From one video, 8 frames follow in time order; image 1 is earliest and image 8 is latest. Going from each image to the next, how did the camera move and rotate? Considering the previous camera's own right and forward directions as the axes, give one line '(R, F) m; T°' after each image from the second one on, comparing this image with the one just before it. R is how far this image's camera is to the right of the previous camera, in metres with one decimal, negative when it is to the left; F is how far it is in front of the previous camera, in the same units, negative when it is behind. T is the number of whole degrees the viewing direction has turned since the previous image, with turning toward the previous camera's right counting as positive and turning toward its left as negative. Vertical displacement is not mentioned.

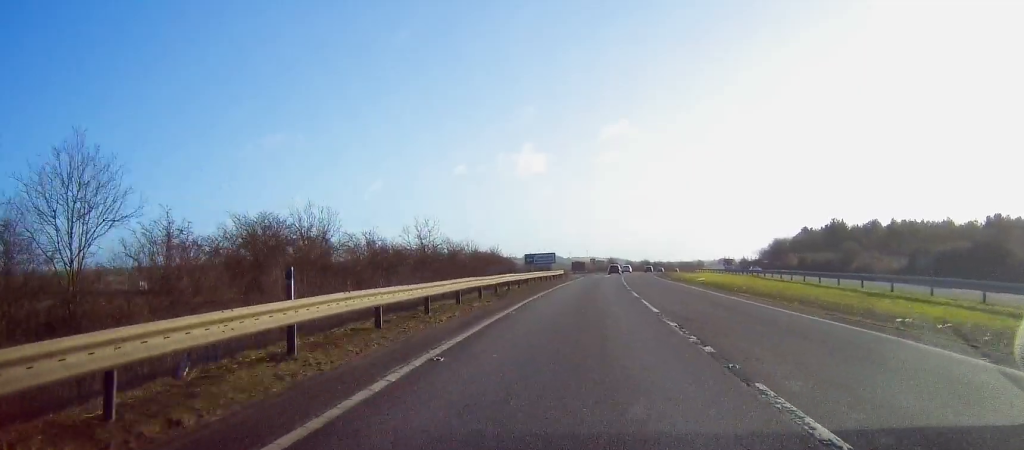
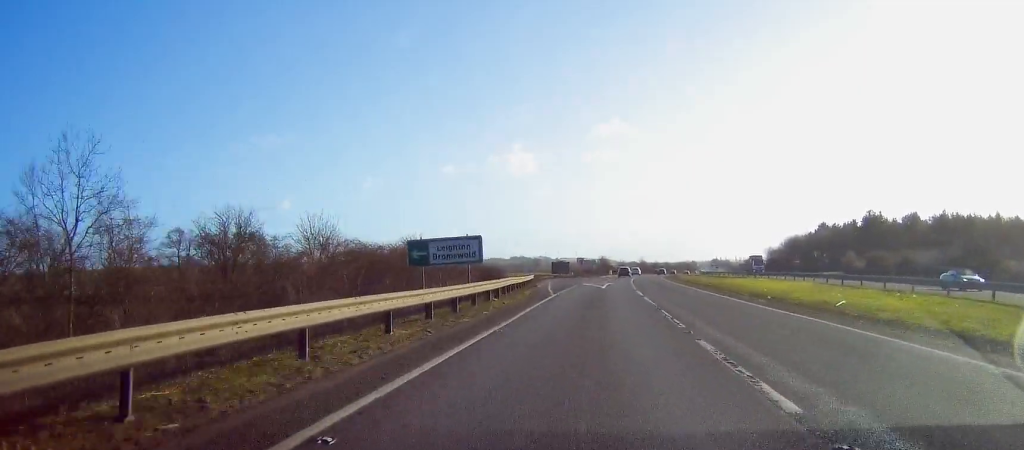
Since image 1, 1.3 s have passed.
(-0.2, +39.4) m; +1°
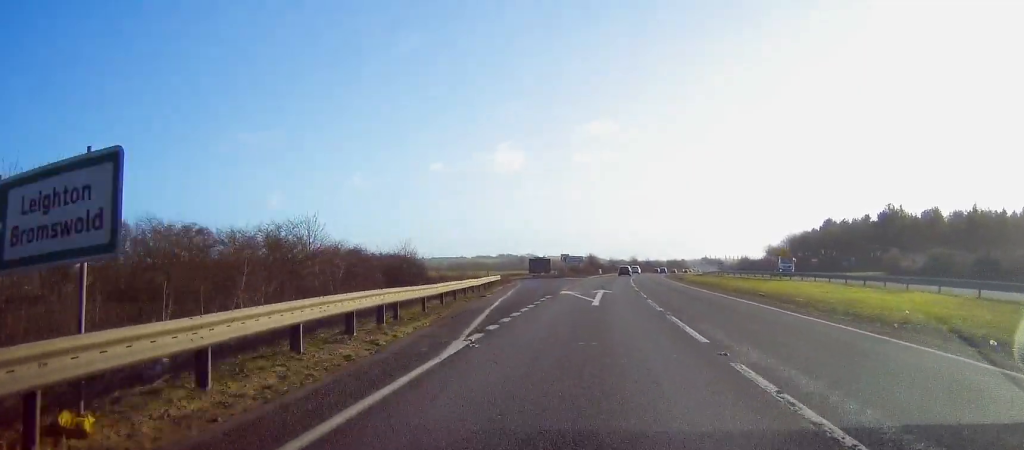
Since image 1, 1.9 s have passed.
(+0.7, +20.8) m; +1°
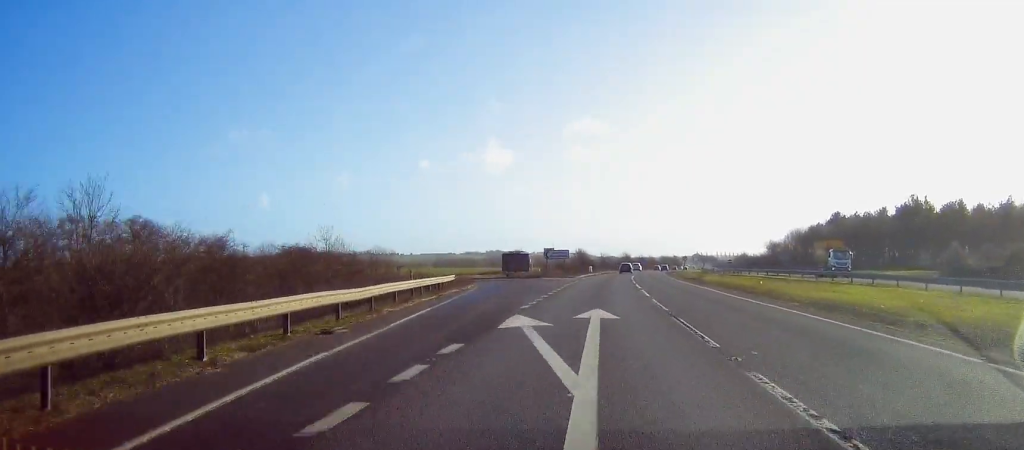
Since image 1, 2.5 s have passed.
(-0.2, +18.6) m; +1°
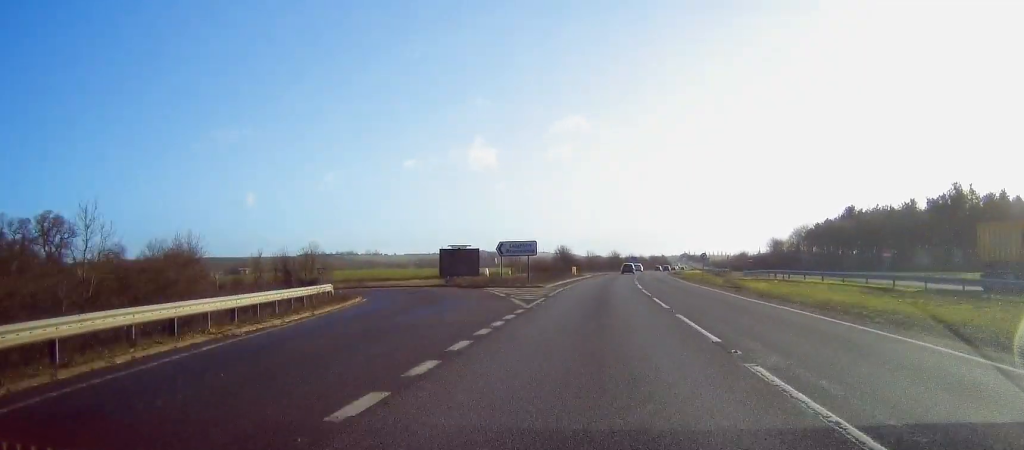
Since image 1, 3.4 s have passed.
(+0.1, +25.9) m; +1°
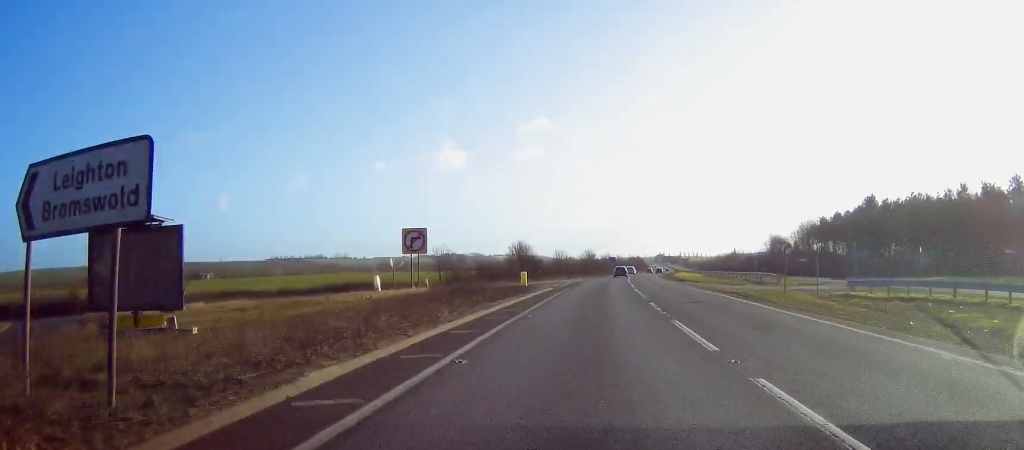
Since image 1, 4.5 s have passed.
(+0.9, +36.1) m; +1°
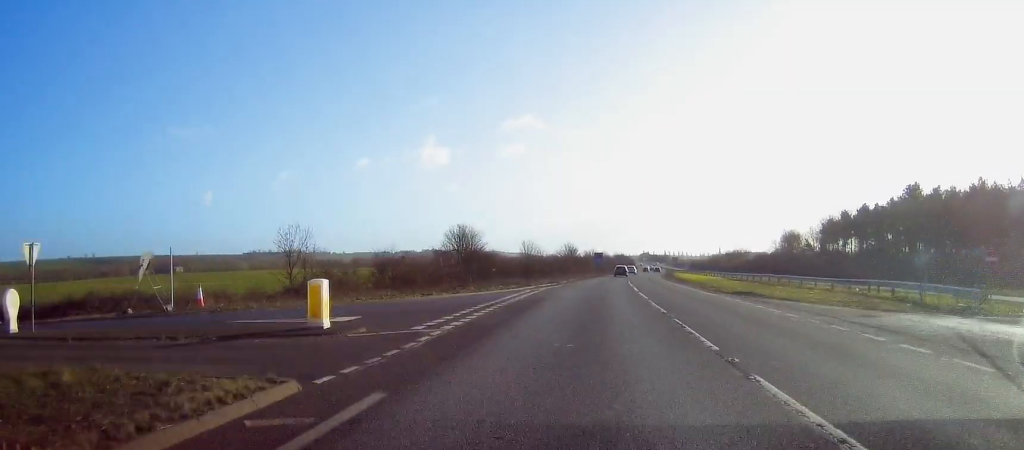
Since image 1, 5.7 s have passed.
(0.0, +34.7) m; +1°
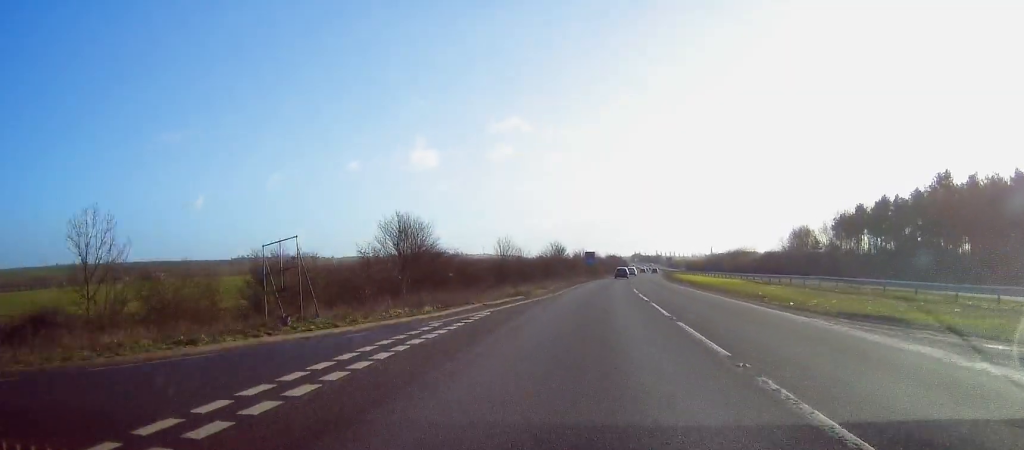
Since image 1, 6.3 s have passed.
(+0.1, +18.3) m; +1°
